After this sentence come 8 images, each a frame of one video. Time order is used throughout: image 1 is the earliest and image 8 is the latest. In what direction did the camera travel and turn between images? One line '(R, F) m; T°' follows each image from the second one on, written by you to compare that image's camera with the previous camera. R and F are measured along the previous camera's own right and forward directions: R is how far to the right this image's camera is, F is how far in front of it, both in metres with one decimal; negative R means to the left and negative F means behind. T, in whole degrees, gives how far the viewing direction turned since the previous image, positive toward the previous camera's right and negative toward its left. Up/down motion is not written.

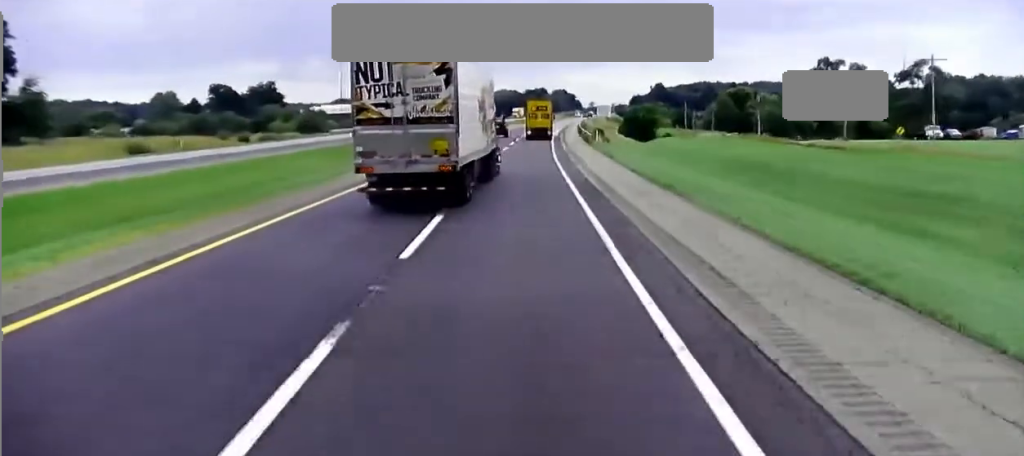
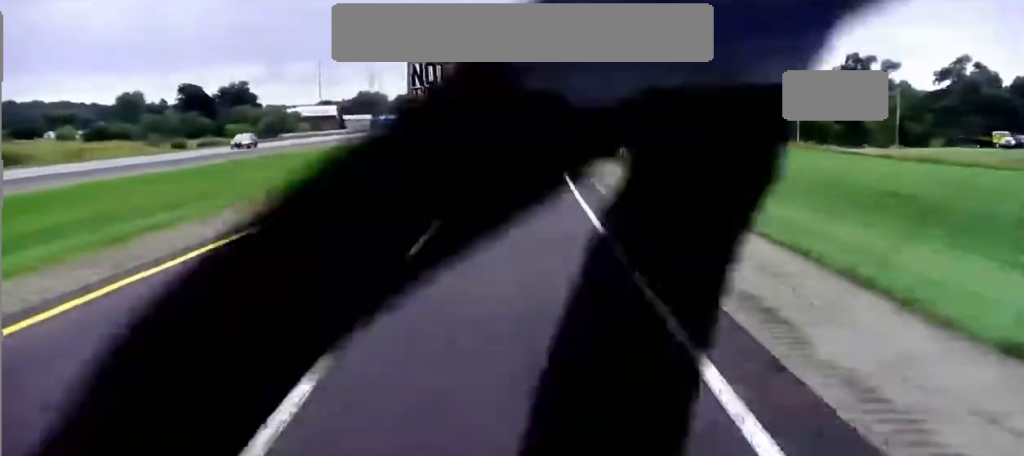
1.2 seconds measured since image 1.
(0.0, +32.9) m; 0°
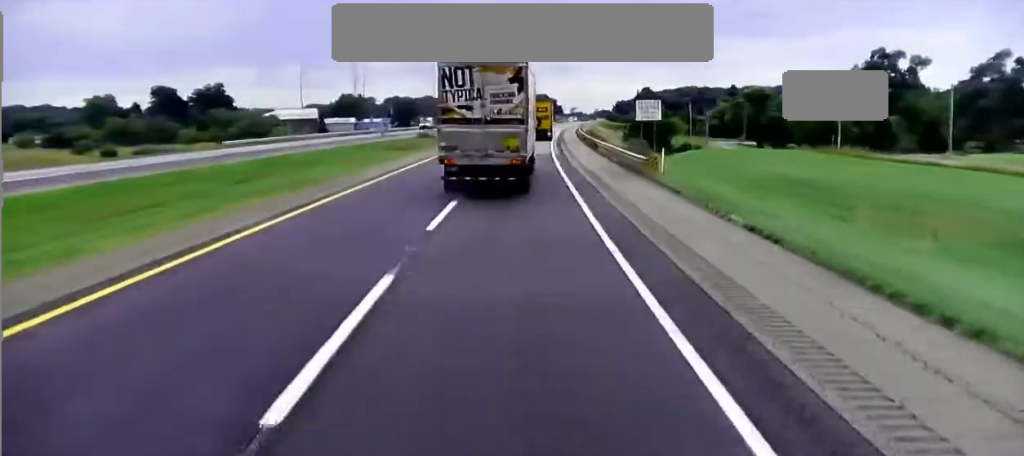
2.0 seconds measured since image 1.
(0.0, +24.5) m; 0°
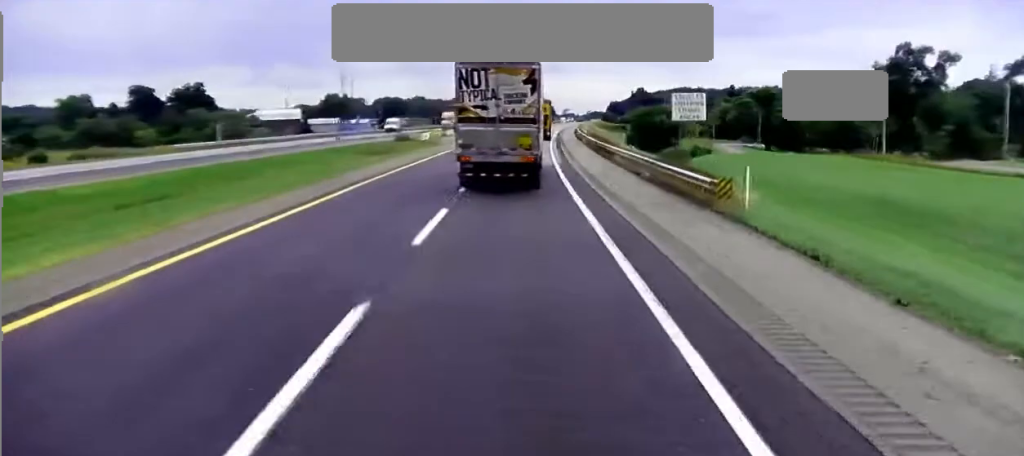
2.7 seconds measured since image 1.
(0.0, +18.8) m; 0°
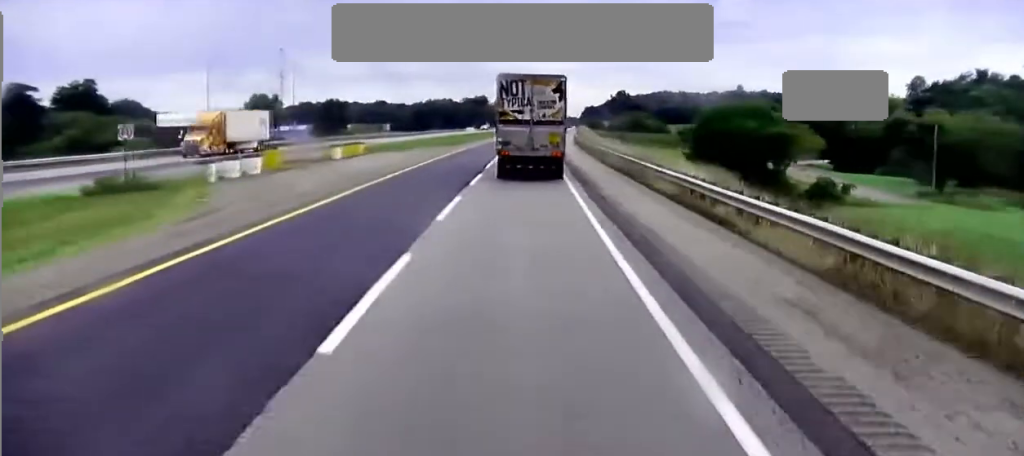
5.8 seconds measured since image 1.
(+2.2, +79.1) m; +3°
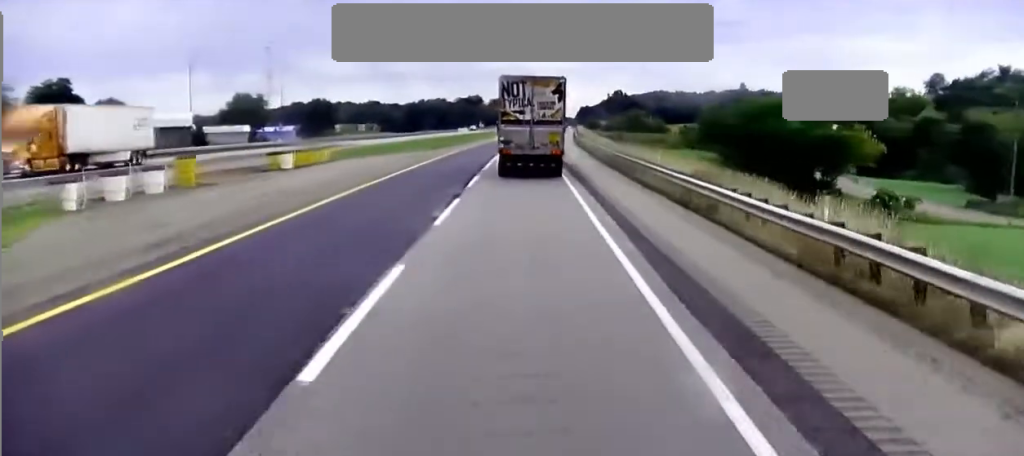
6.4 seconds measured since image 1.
(0.0, +15.7) m; 0°
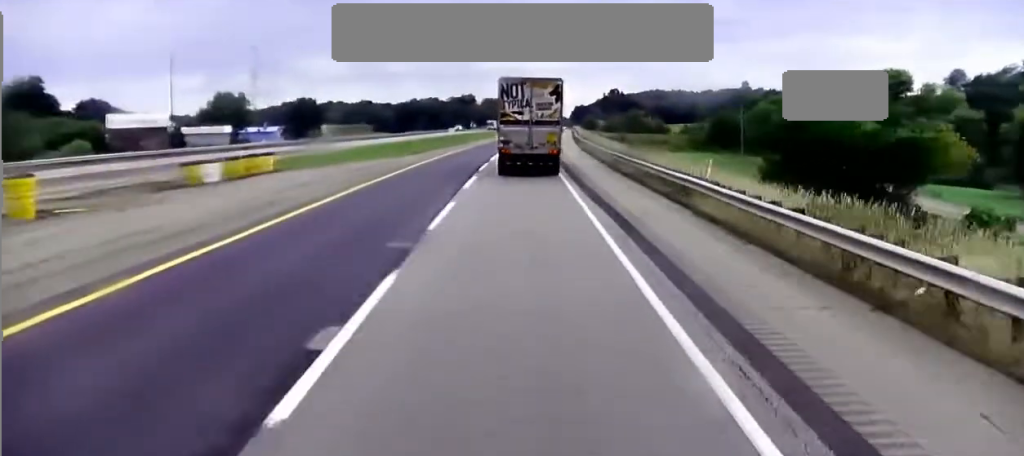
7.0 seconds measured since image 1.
(0.0, +16.4) m; 0°
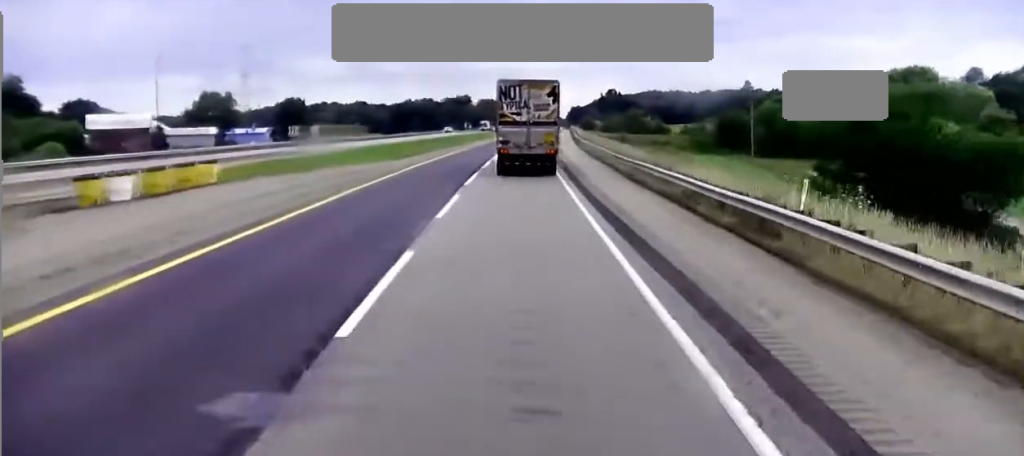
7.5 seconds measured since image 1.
(+0.1, +13.1) m; 0°
